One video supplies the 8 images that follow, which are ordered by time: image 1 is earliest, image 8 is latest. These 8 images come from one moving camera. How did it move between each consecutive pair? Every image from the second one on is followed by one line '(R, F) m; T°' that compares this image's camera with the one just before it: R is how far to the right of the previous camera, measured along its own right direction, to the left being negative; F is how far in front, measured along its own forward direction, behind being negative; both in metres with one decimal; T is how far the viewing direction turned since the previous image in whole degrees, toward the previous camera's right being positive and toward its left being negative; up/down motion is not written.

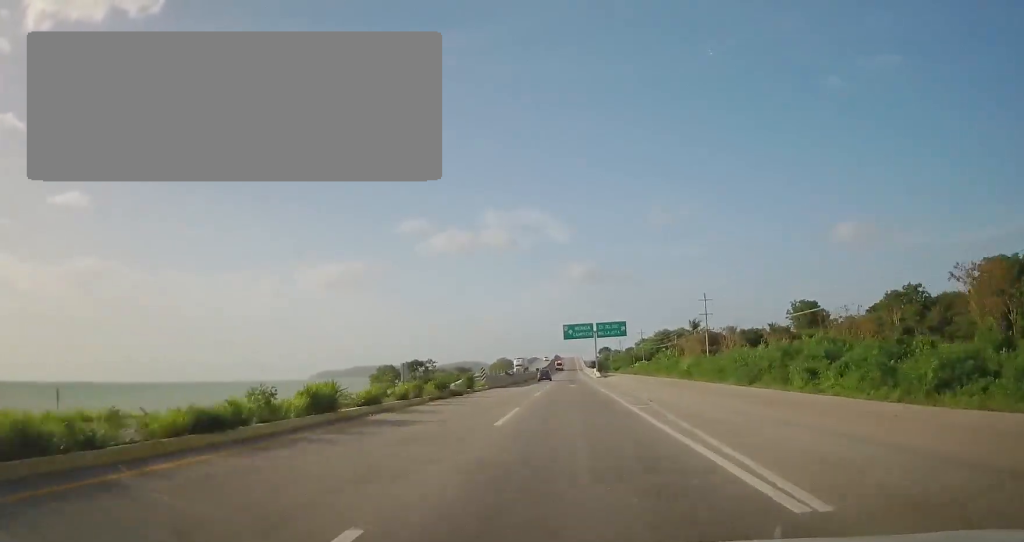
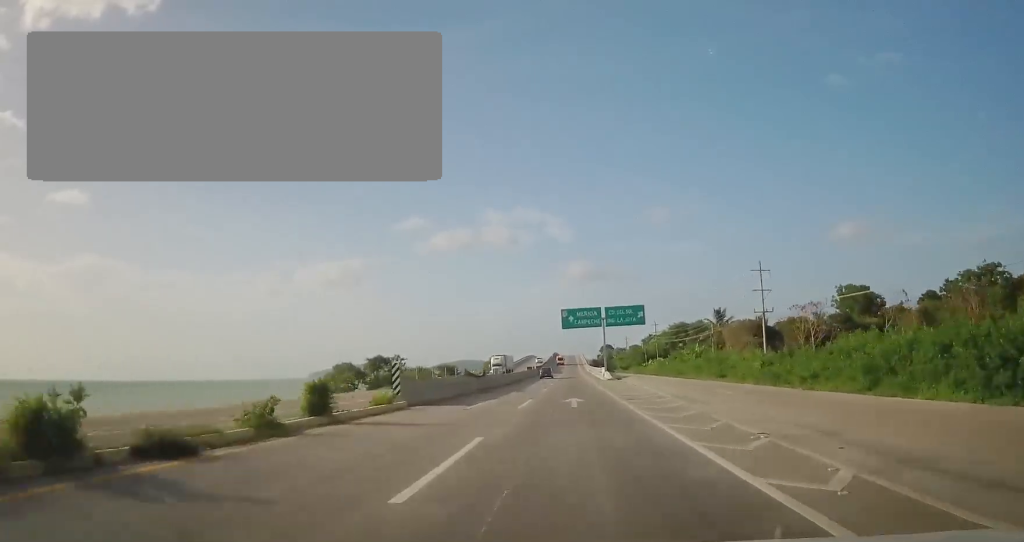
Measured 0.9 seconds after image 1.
(-0.3, +24.4) m; 0°
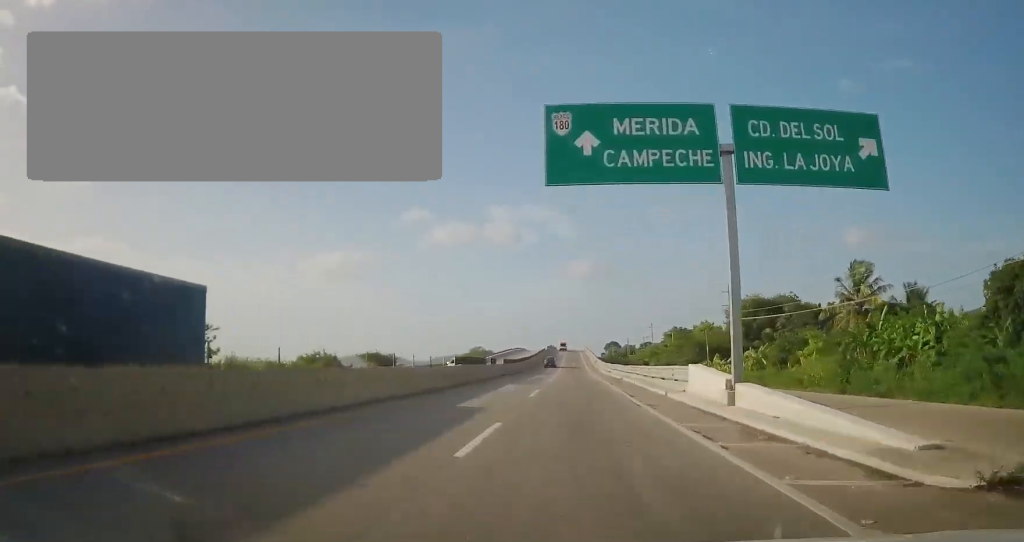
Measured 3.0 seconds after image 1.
(-0.2, +59.5) m; -1°
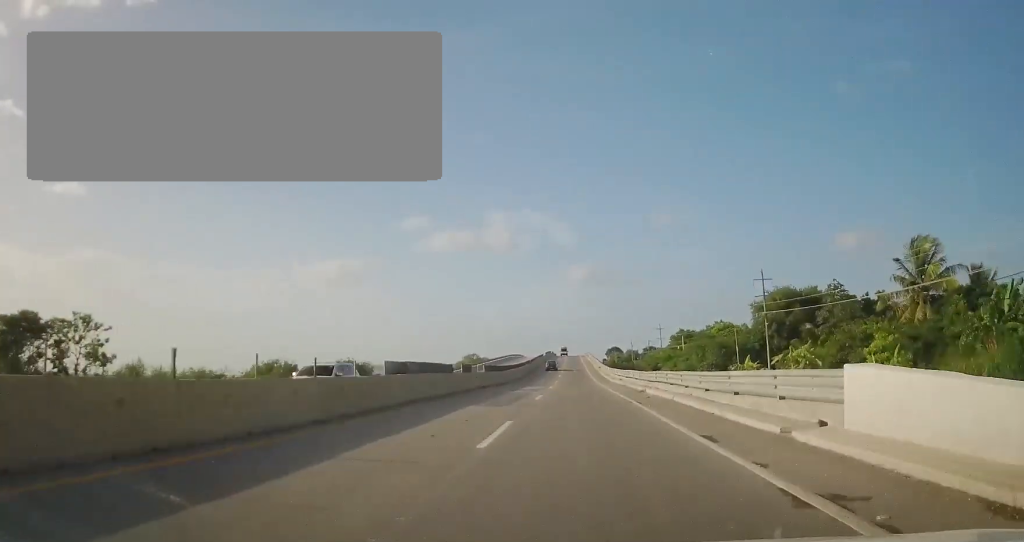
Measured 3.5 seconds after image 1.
(-0.1, +13.3) m; +1°
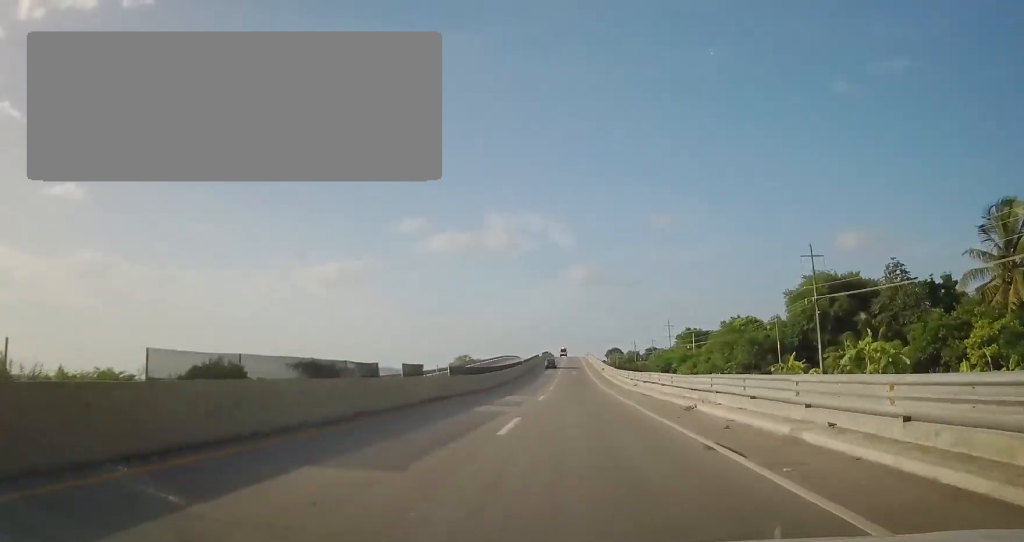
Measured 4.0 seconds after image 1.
(0.0, +12.8) m; 0°
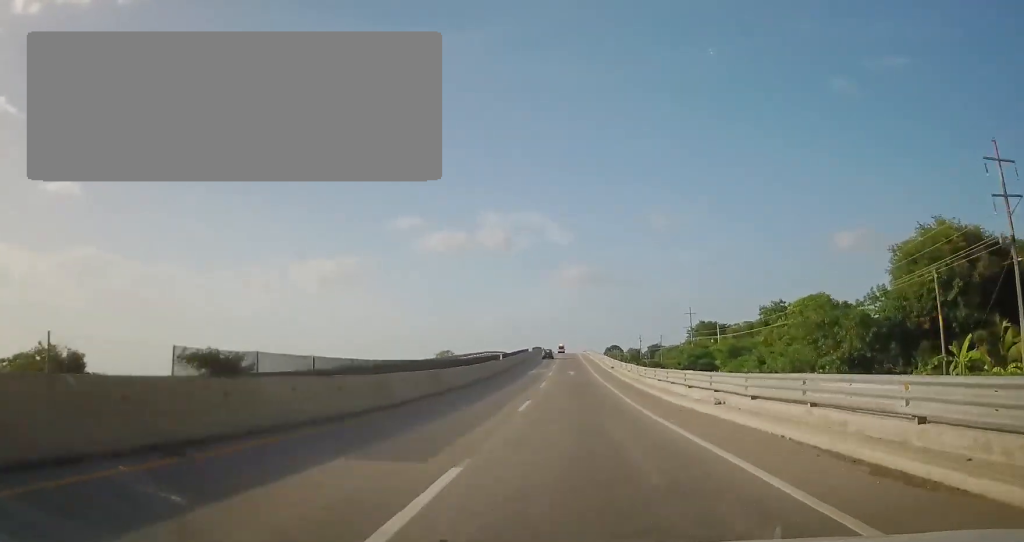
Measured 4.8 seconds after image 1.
(+0.5, +23.3) m; 0°
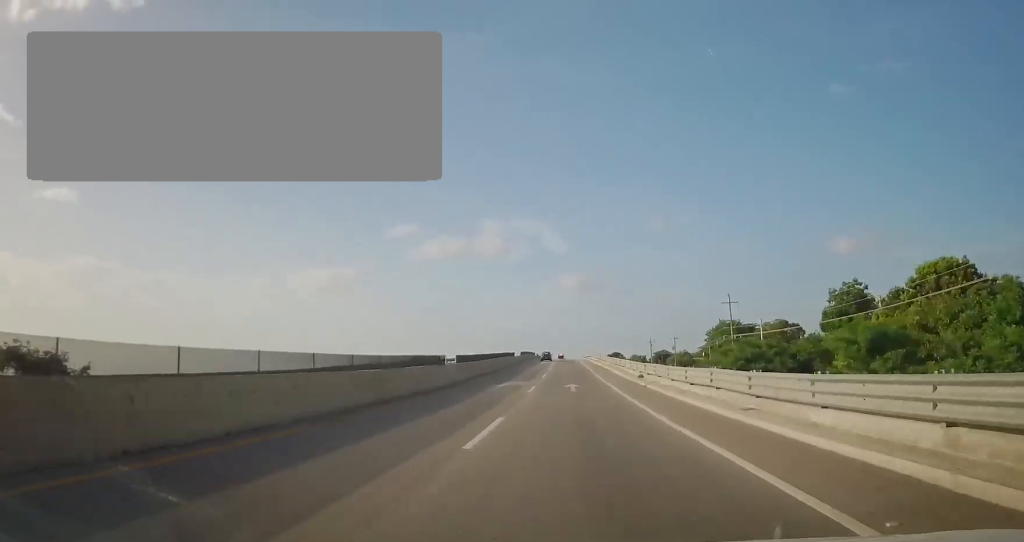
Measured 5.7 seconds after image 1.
(-0.6, +23.6) m; 0°
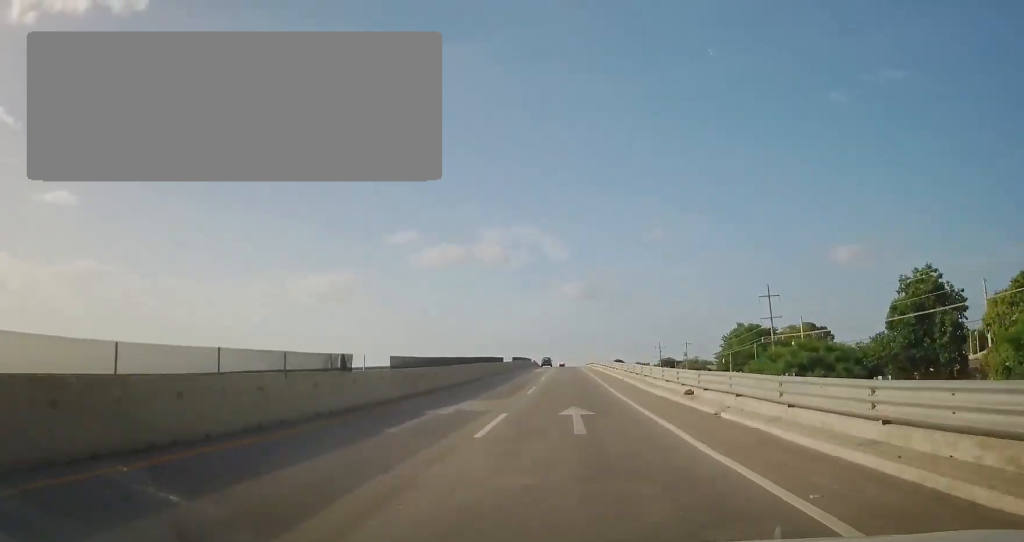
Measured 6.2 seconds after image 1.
(+0.2, +13.6) m; 0°
